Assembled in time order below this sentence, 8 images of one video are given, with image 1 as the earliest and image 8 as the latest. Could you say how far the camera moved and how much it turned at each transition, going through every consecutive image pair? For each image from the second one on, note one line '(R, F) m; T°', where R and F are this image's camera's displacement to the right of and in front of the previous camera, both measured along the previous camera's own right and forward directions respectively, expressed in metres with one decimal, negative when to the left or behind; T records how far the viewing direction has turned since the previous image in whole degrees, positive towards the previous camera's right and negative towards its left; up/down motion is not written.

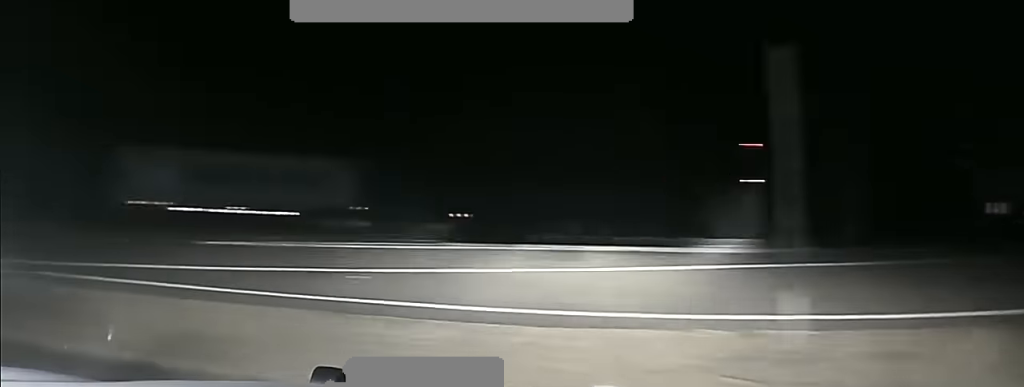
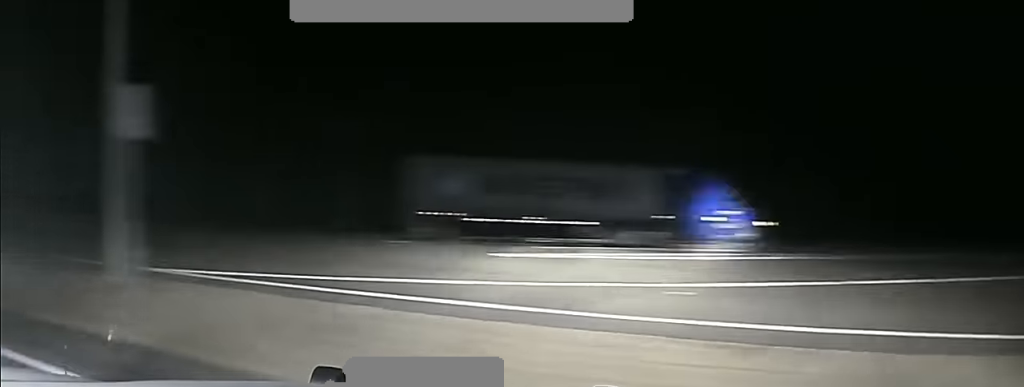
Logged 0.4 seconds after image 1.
(-0.3, +2.3) m; -14°
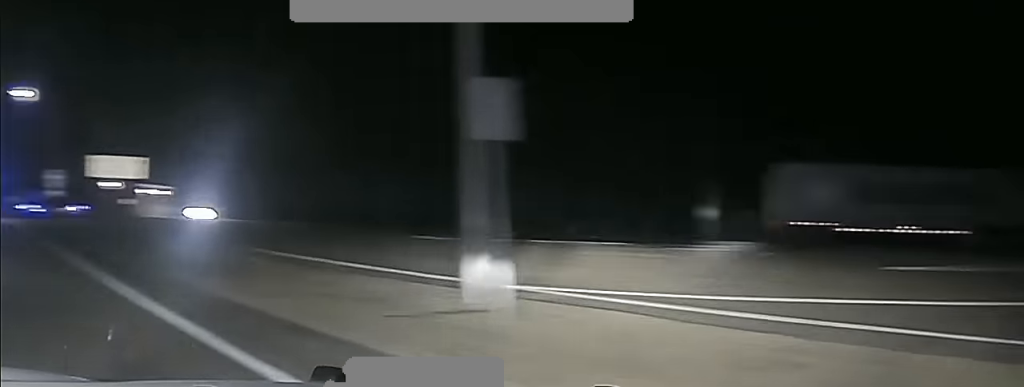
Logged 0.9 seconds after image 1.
(-0.4, +2.9) m; -6°
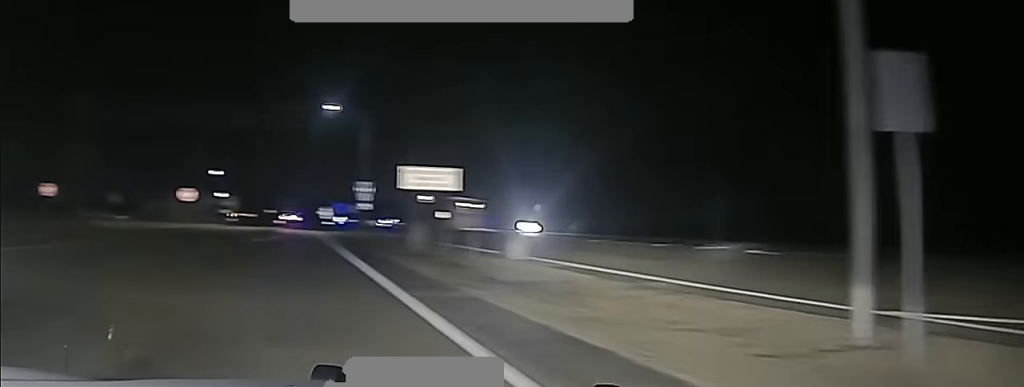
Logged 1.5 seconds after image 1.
(-0.4, +3.2) m; -3°
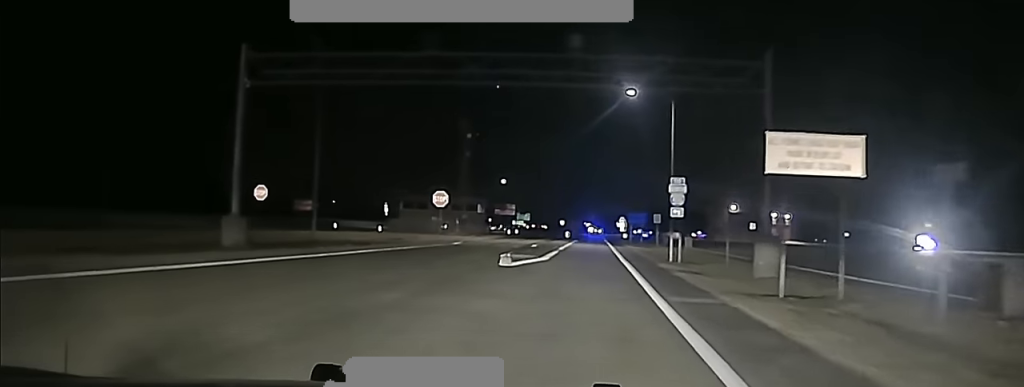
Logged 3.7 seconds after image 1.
(-1.1, +20.2) m; -7°
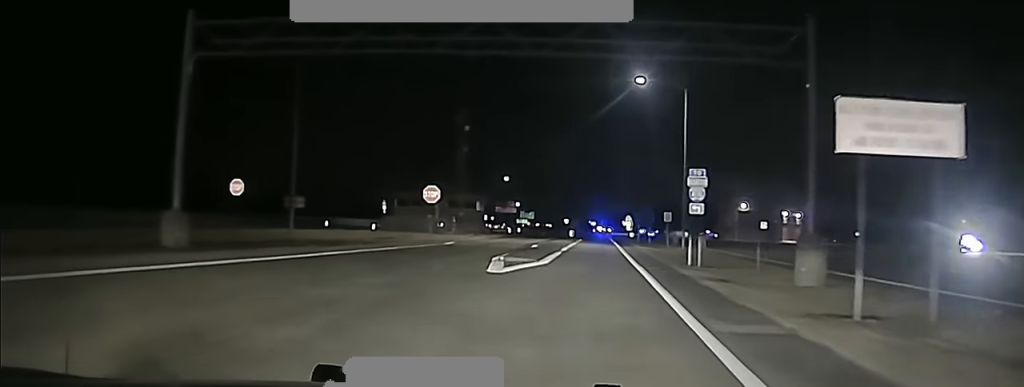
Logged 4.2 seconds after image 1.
(-0.1, +5.2) m; 0°
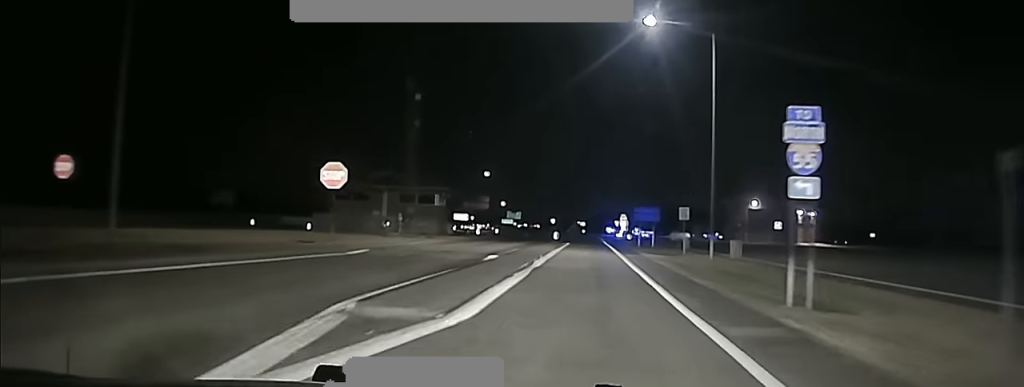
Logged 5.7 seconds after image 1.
(+0.4, +18.5) m; +3°
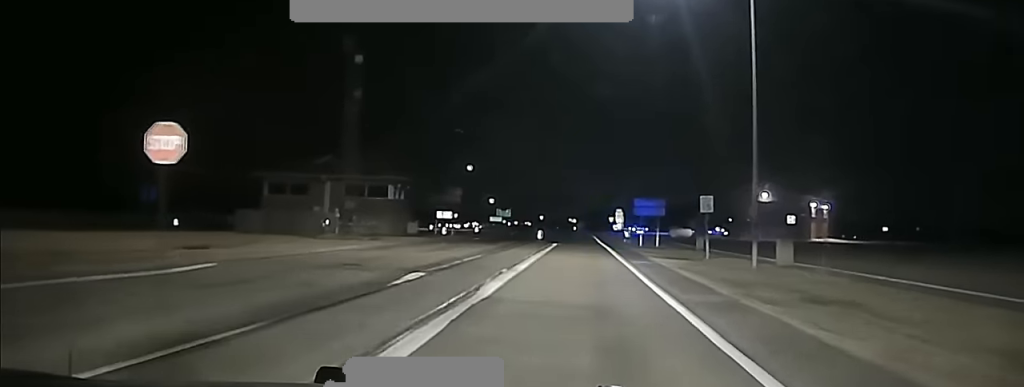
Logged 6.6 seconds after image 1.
(+0.1, +15.3) m; 0°
